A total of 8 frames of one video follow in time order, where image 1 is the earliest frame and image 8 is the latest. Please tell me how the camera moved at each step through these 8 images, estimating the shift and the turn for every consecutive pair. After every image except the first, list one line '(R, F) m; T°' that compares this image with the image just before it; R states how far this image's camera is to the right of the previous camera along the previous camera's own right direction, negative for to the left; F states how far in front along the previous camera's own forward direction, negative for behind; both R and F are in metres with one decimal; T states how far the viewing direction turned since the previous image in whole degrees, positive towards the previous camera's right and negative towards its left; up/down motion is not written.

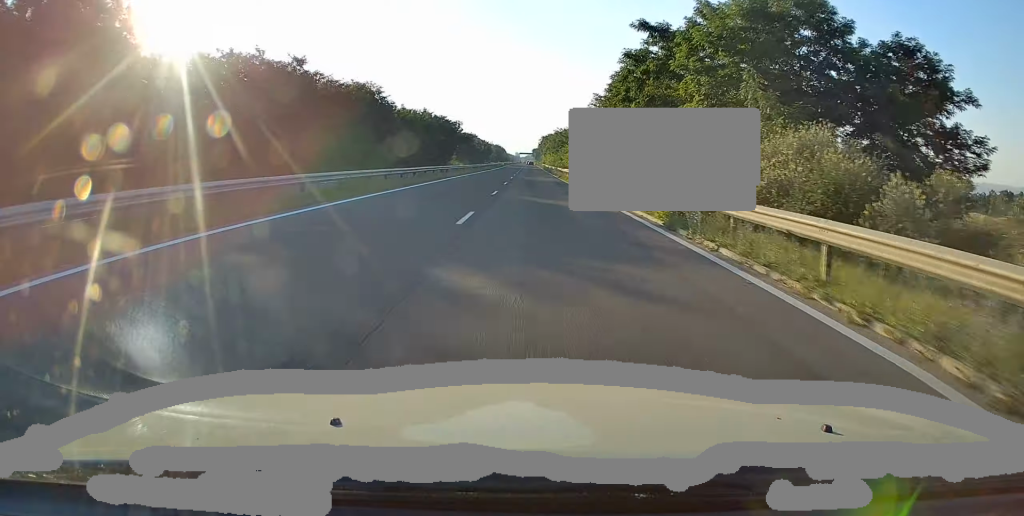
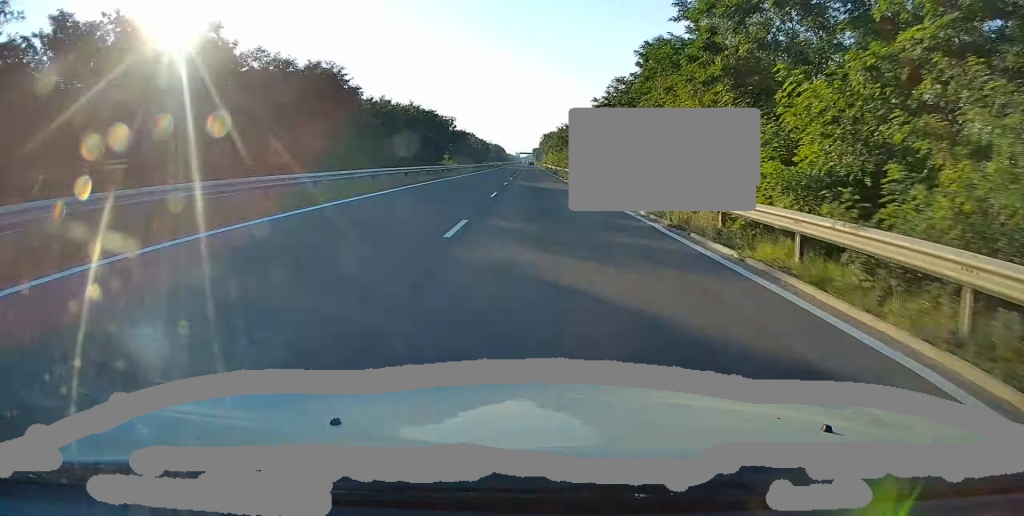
(0.0, +13.9) m; 0°
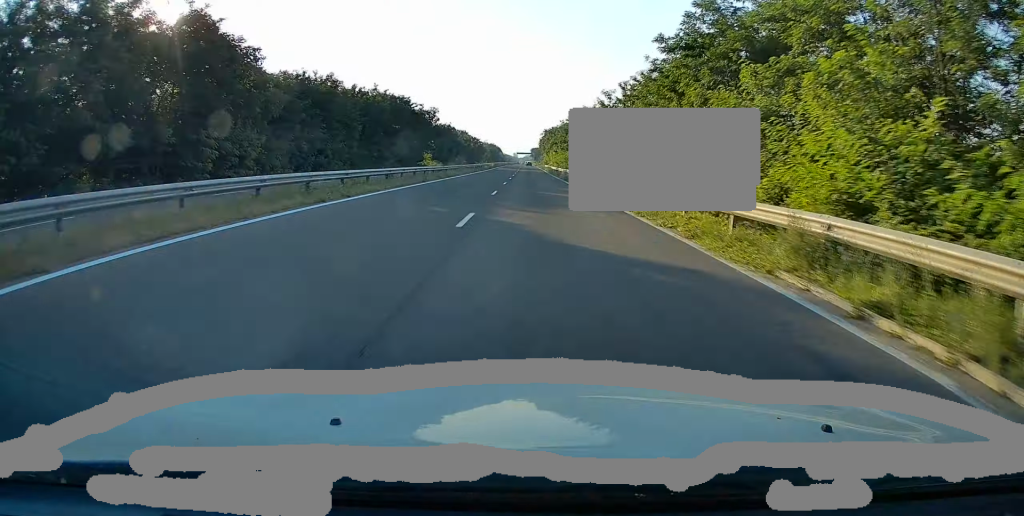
(0.0, +23.1) m; 0°
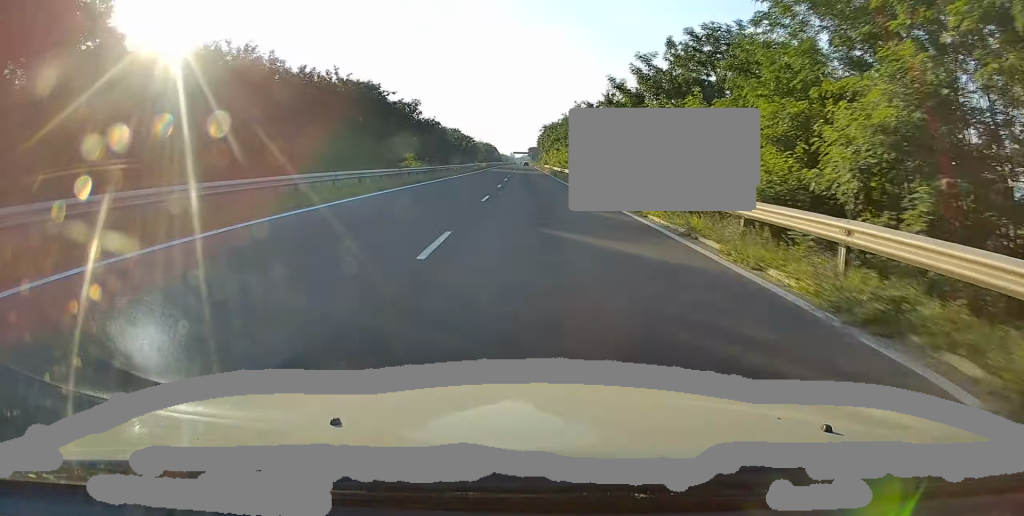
(0.0, +15.7) m; 0°
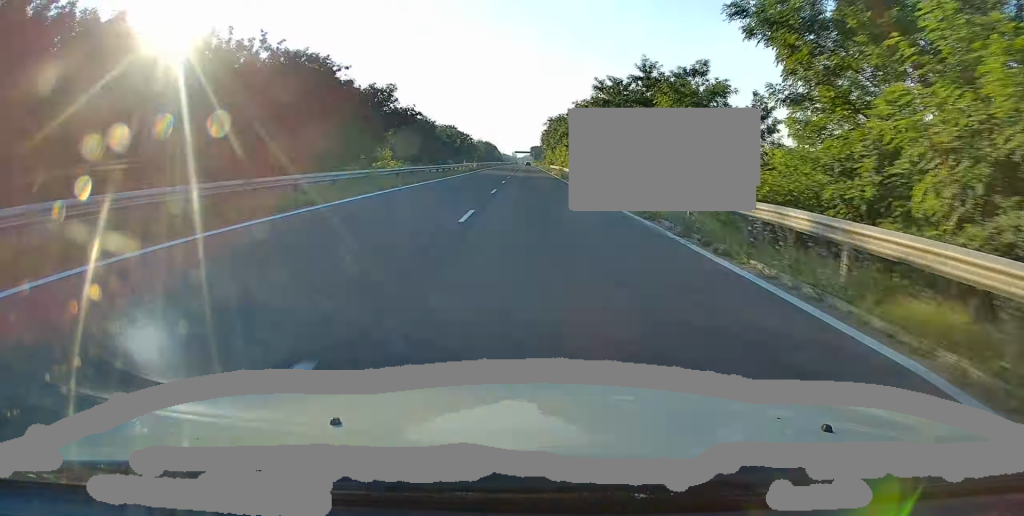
(0.0, +19.0) m; 0°
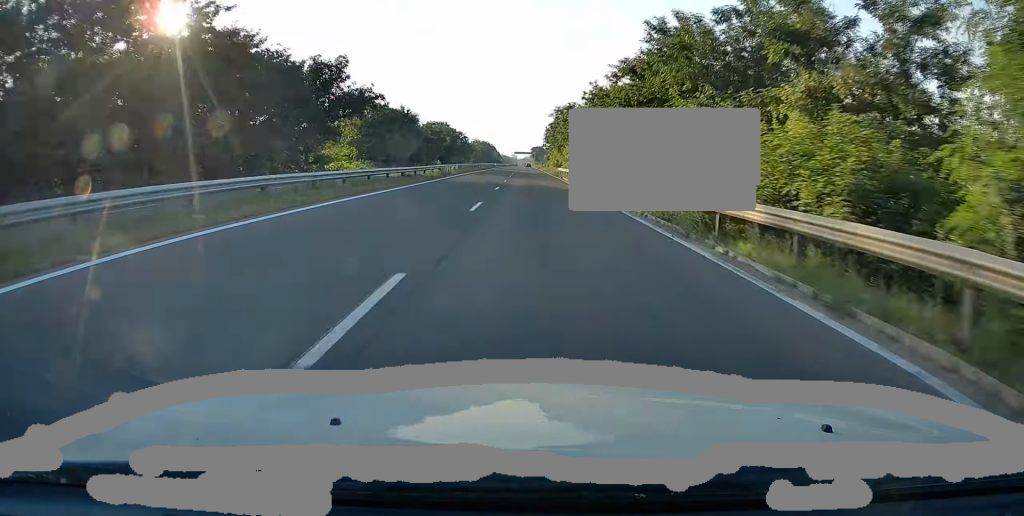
(0.0, +21.4) m; 0°
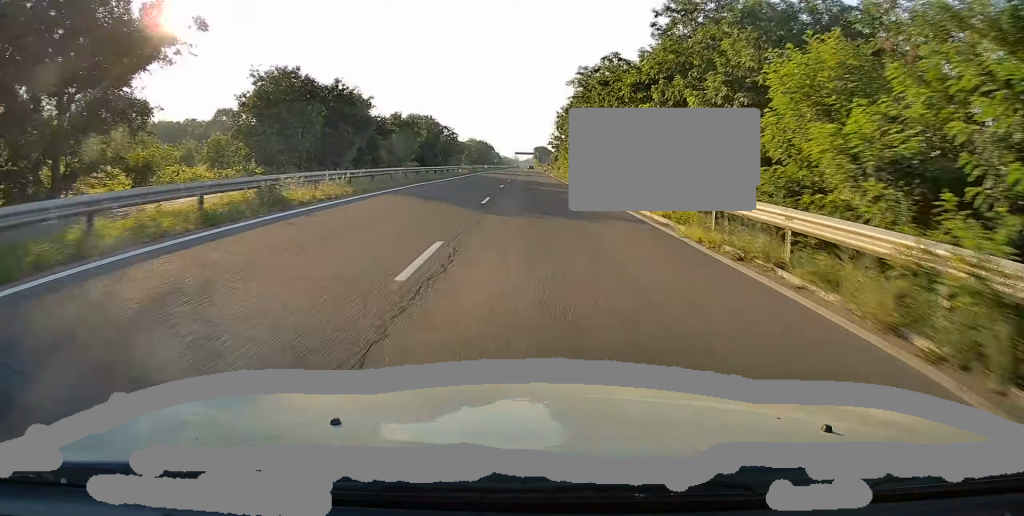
(+0.2, +33.8) m; +1°
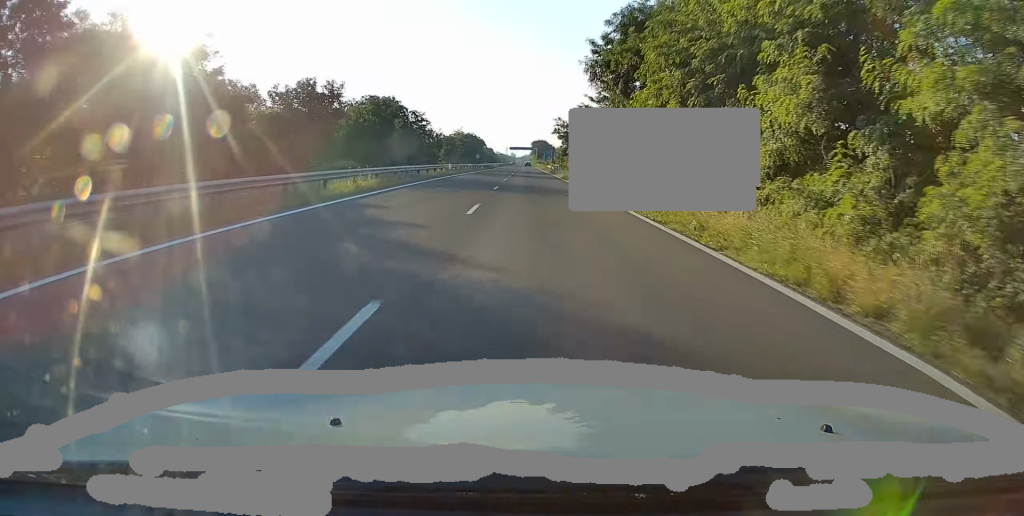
(0.0, +41.0) m; -1°
